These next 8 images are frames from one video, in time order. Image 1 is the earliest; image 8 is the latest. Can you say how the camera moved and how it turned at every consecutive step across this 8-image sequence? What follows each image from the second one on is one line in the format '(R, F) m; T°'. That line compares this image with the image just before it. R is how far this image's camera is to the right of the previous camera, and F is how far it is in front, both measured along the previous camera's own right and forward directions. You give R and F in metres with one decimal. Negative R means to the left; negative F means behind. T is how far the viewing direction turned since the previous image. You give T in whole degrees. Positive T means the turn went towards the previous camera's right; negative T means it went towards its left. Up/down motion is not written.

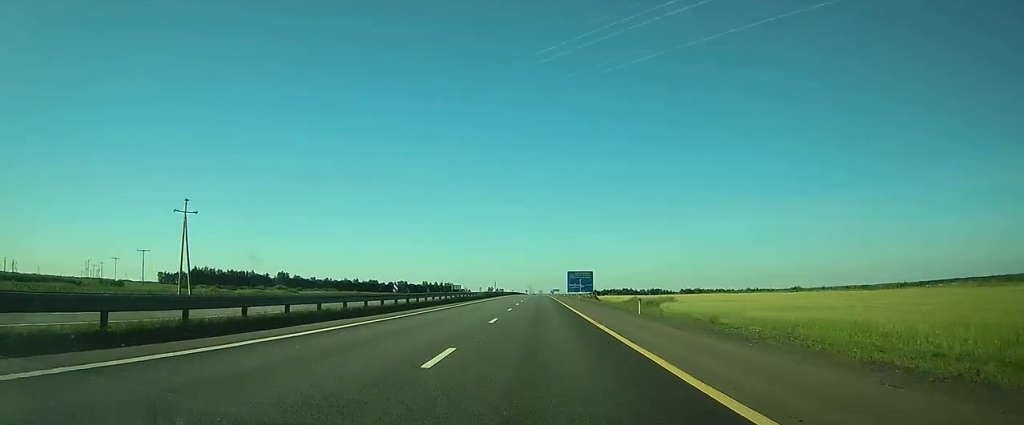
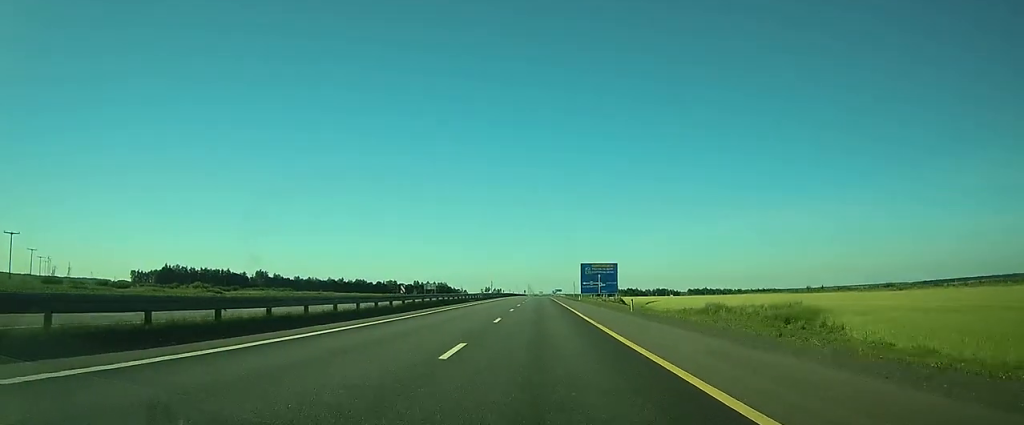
(-0.1, +46.4) m; 0°
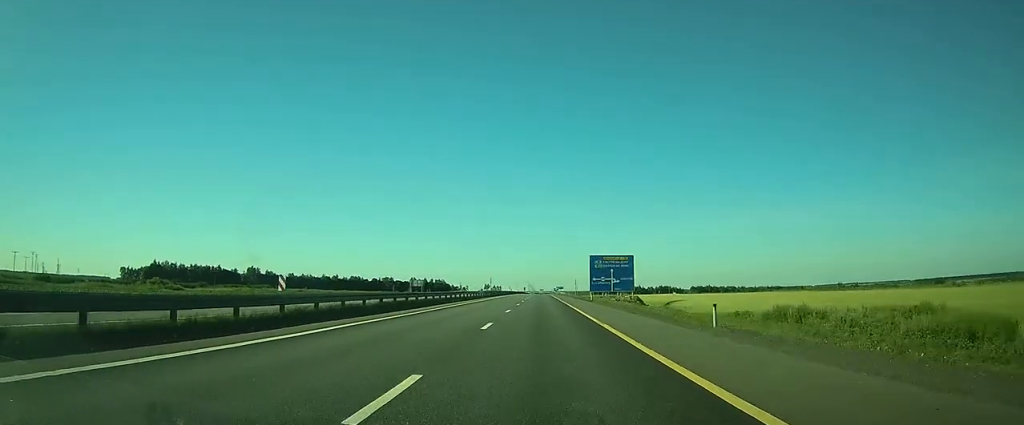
(0.0, +17.0) m; 0°
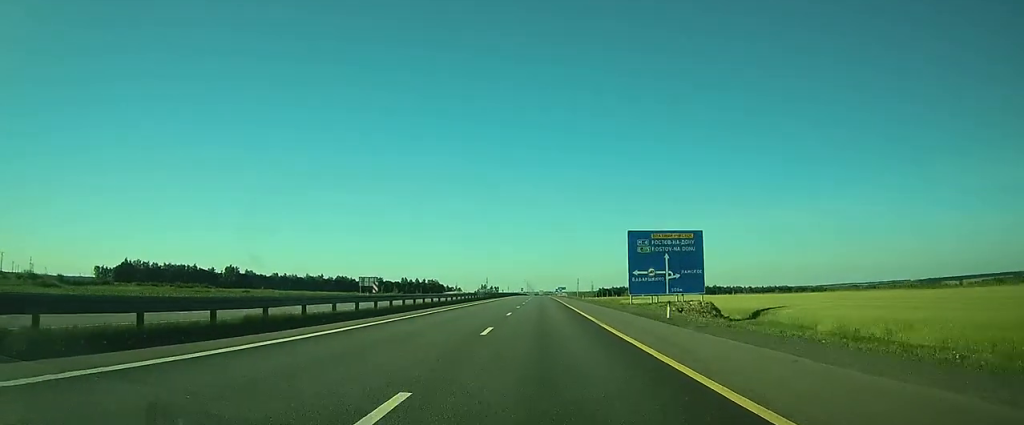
(0.0, +36.9) m; 0°
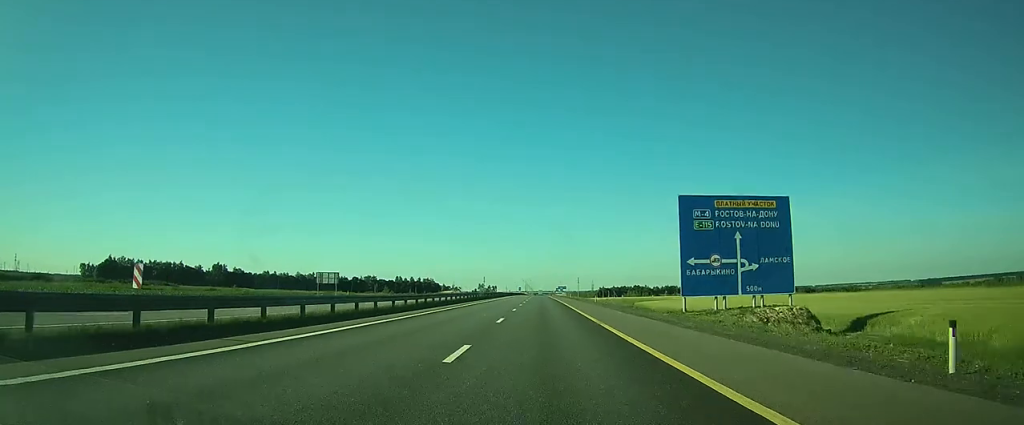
(0.0, +18.0) m; 0°
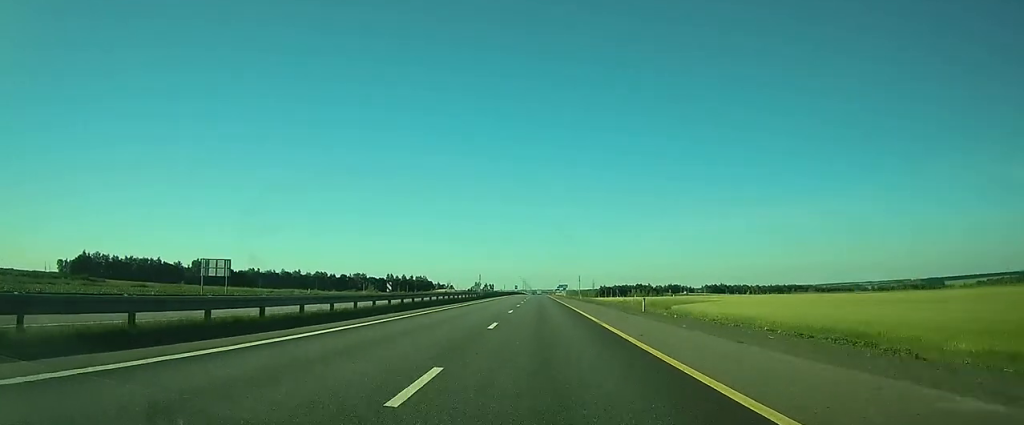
(0.0, +27.5) m; 0°
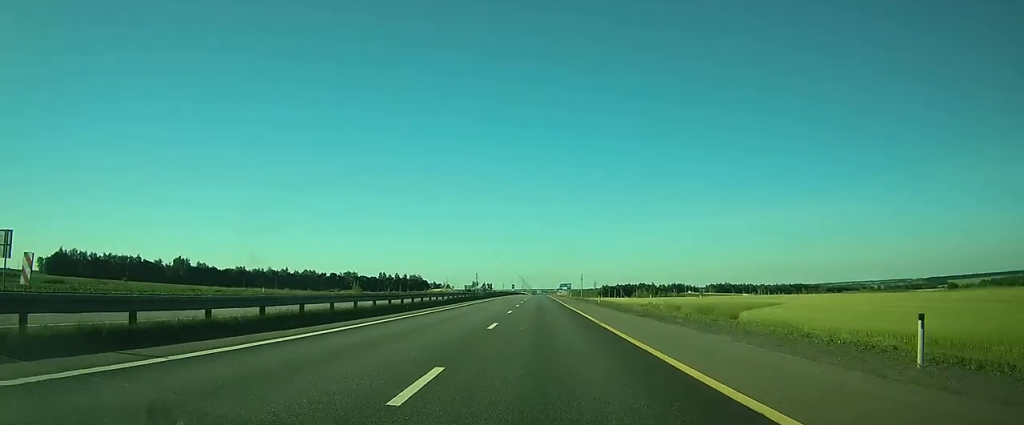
(-0.1, +23.8) m; 0°
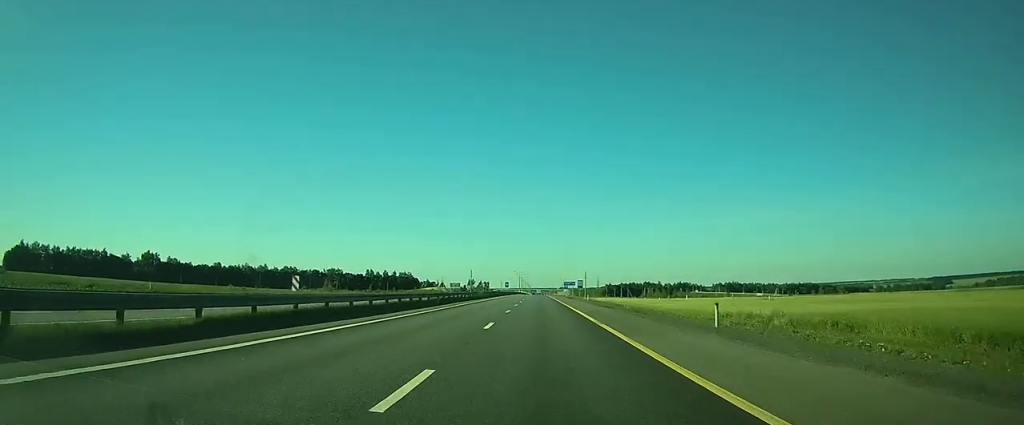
(+0.2, +36.2) m; 0°
